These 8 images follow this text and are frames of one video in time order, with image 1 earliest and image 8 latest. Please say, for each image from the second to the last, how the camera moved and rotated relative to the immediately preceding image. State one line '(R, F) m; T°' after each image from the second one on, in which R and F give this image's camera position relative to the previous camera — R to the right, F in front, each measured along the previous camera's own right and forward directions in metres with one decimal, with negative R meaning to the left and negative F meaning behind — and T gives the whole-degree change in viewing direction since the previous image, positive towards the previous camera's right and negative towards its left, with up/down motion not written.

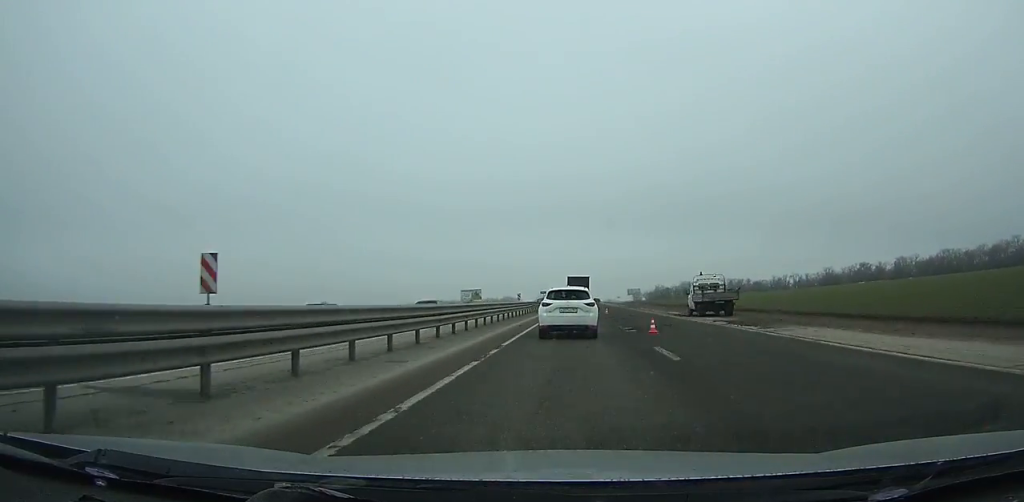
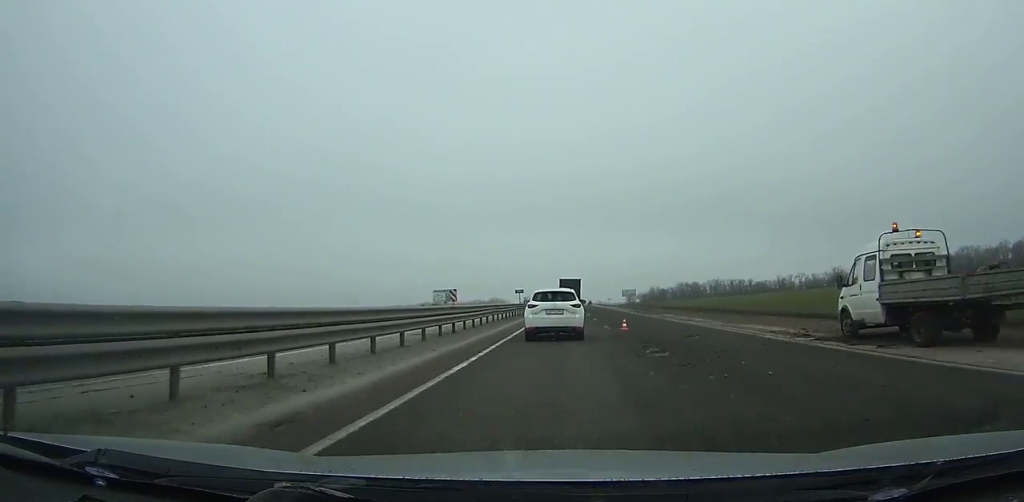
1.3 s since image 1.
(0.0, +22.5) m; 0°
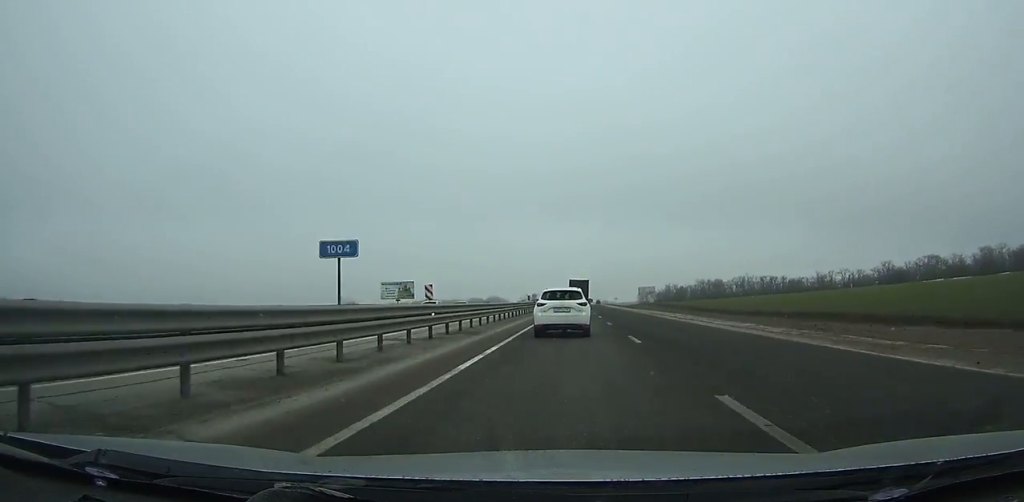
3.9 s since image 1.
(0.0, +45.0) m; +1°
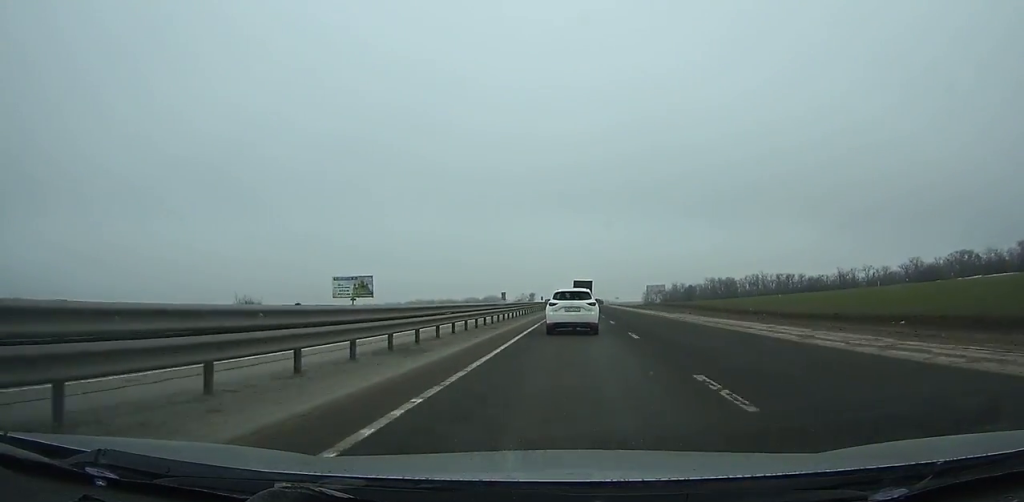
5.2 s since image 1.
(+0.3, +23.0) m; +1°
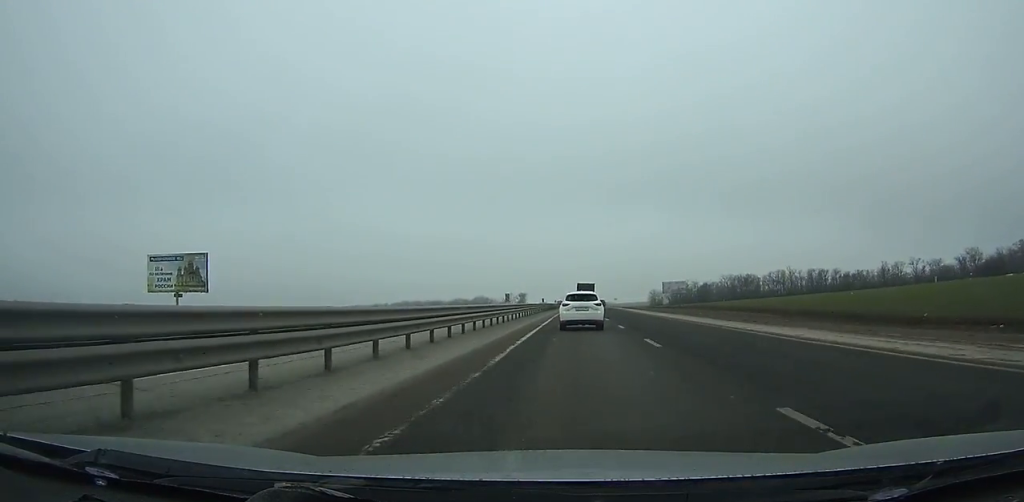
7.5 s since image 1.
(+0.4, +41.2) m; +1°
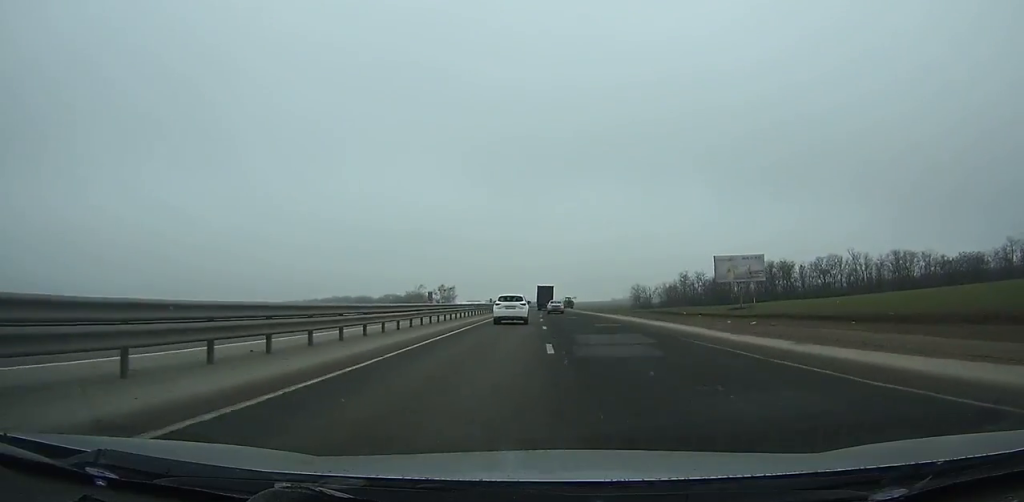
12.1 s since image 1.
(+1.1, +87.0) m; +1°
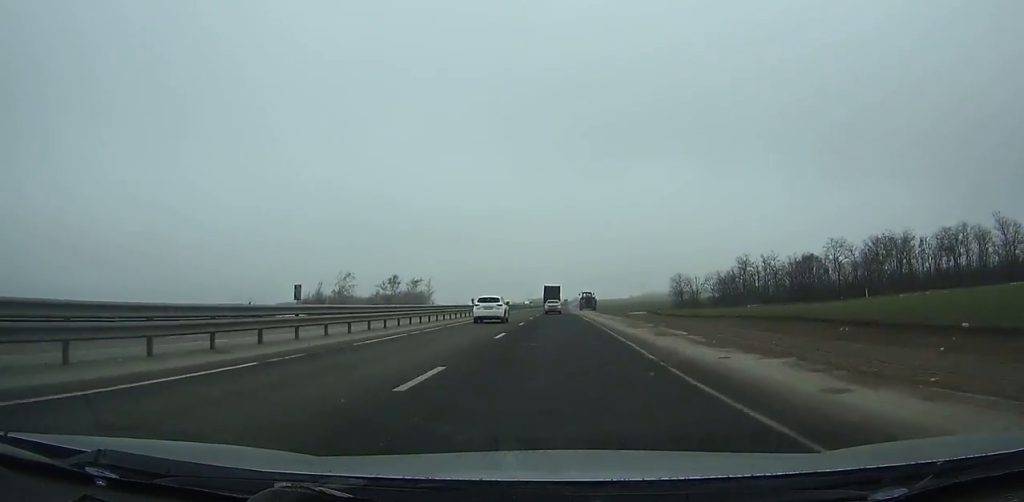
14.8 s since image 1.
(-0.1, +54.2) m; 0°
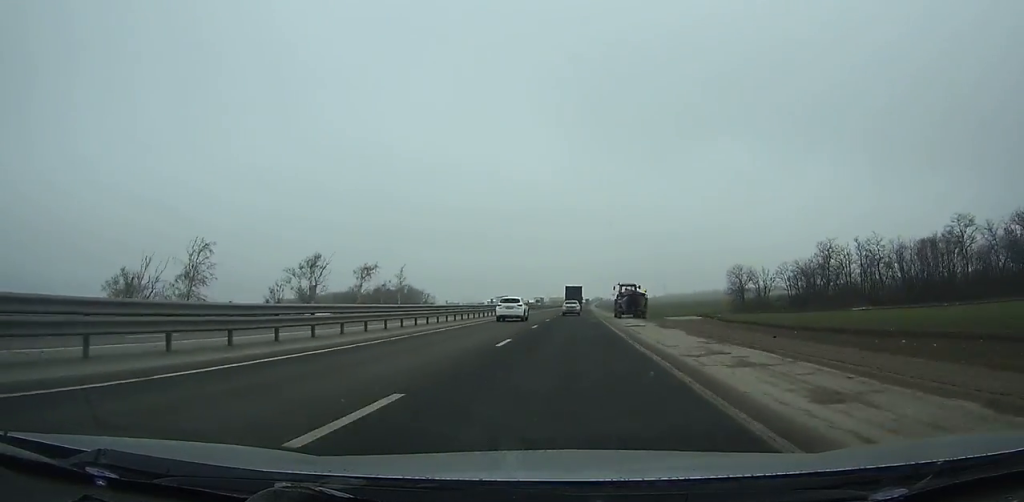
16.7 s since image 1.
(-0.1, +39.3) m; 0°
